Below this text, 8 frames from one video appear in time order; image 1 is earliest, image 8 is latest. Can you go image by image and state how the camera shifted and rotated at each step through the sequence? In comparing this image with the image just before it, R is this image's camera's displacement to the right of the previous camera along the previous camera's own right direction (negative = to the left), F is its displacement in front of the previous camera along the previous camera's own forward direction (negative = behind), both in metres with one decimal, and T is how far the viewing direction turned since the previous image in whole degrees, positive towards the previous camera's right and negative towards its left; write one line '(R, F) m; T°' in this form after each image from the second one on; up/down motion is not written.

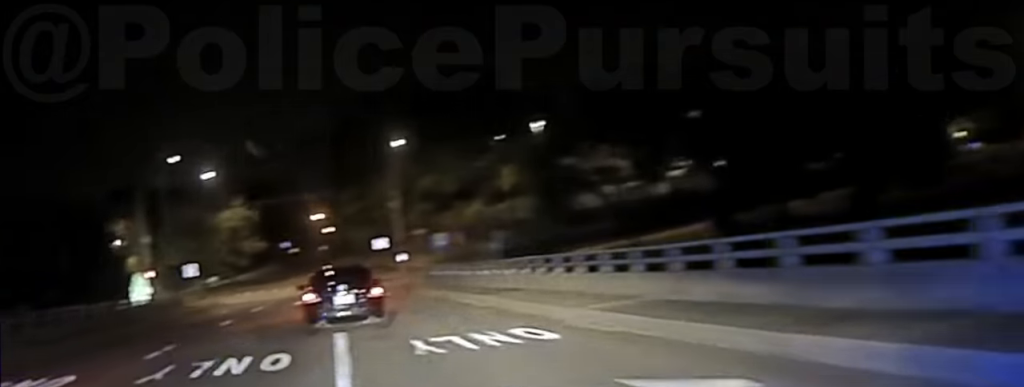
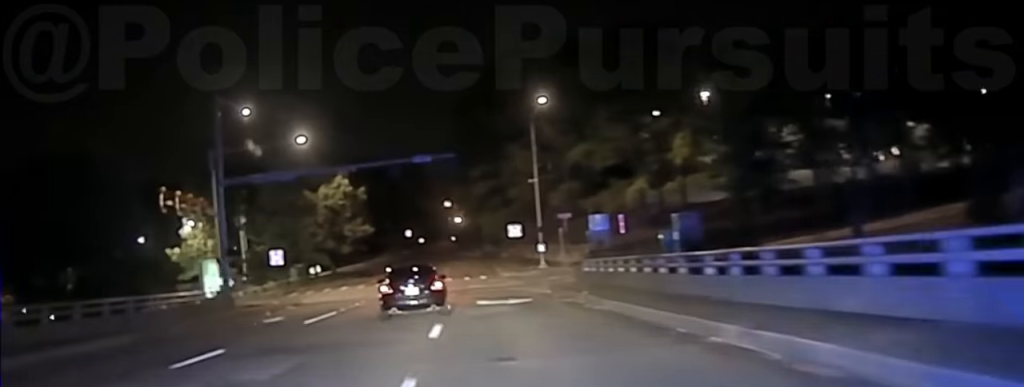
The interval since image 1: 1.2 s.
(-0.9, +19.5) m; -4°
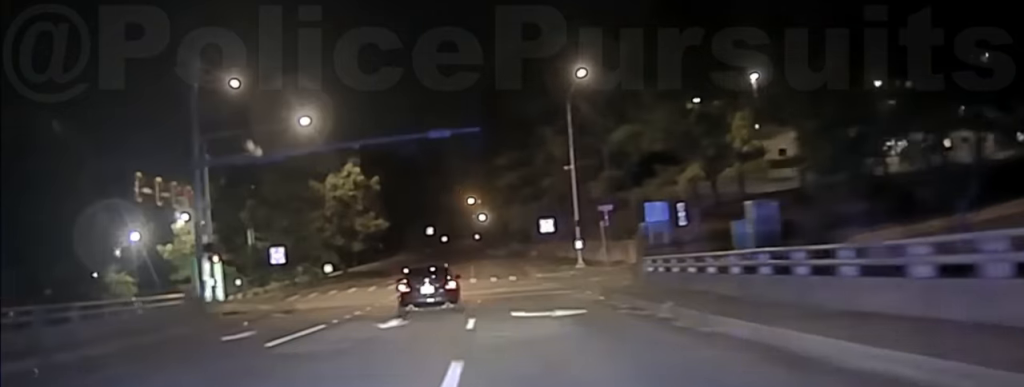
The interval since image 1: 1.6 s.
(-0.2, +9.3) m; 0°
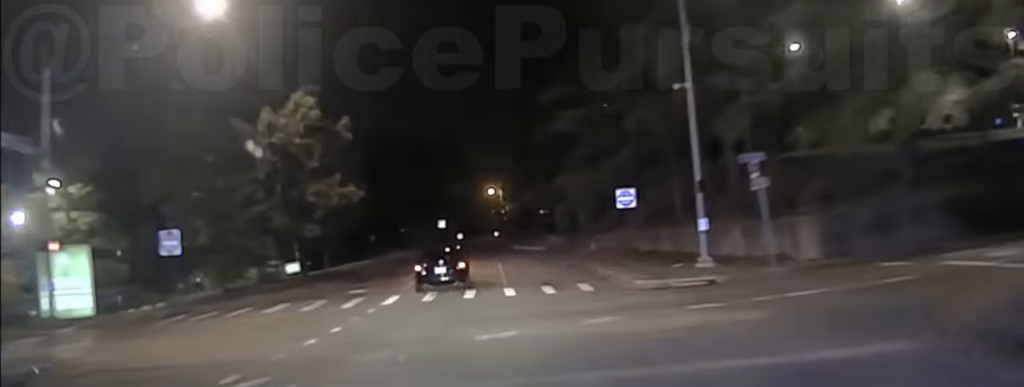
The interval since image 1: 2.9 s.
(+0.1, +27.0) m; +1°
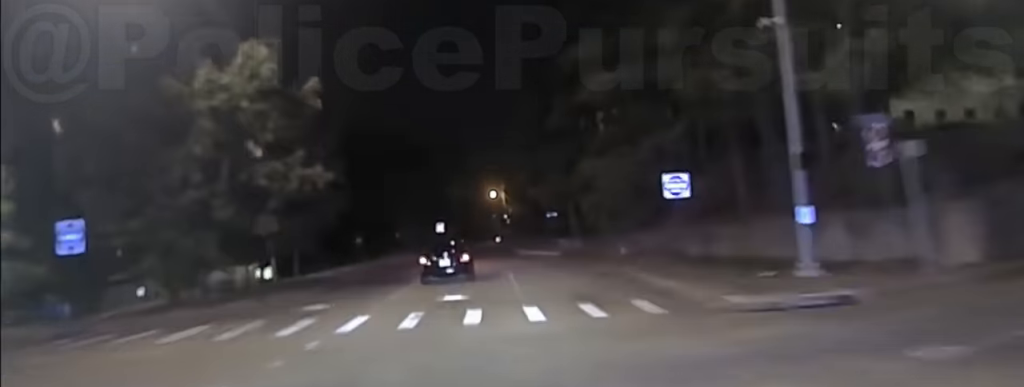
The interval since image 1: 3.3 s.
(0.0, +9.7) m; 0°
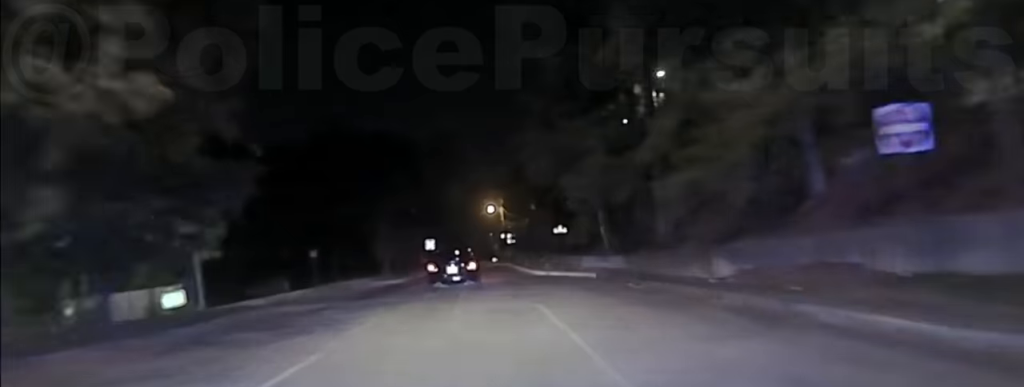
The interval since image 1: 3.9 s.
(0.0, +17.1) m; 0°
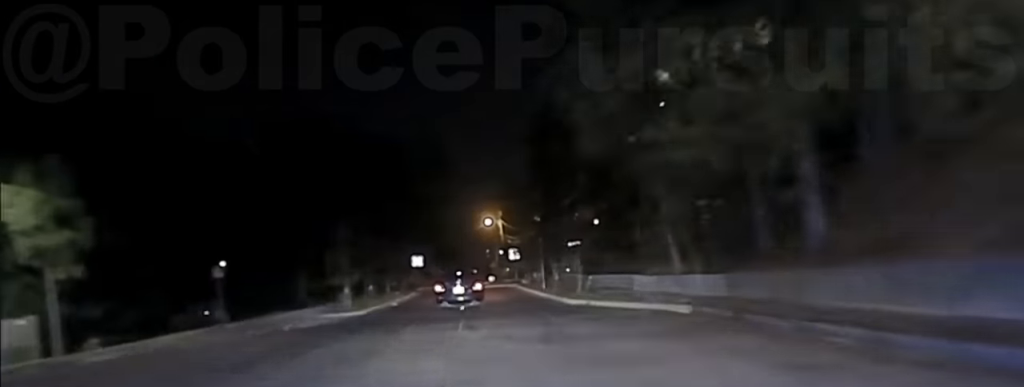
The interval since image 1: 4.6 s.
(0.0, +18.3) m; 0°
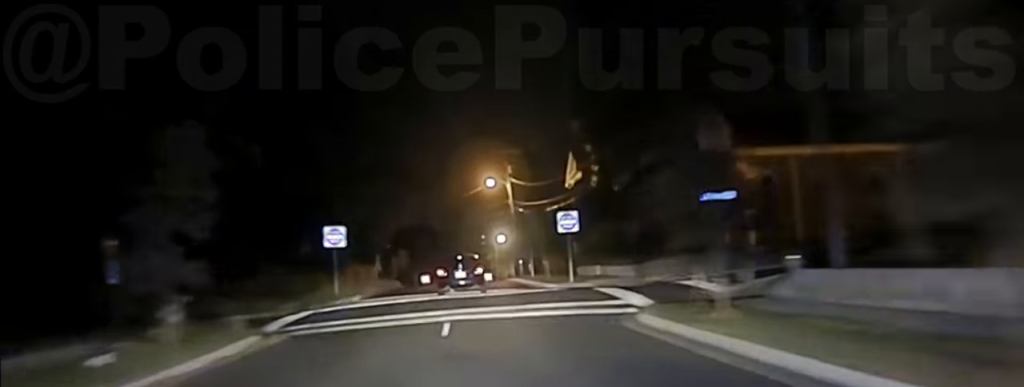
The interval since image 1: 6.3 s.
(+0.6, +51.8) m; +1°
